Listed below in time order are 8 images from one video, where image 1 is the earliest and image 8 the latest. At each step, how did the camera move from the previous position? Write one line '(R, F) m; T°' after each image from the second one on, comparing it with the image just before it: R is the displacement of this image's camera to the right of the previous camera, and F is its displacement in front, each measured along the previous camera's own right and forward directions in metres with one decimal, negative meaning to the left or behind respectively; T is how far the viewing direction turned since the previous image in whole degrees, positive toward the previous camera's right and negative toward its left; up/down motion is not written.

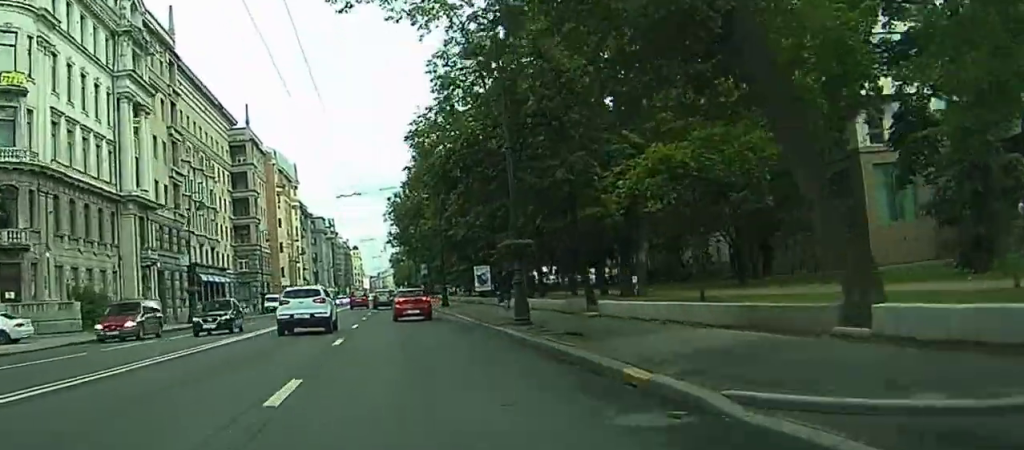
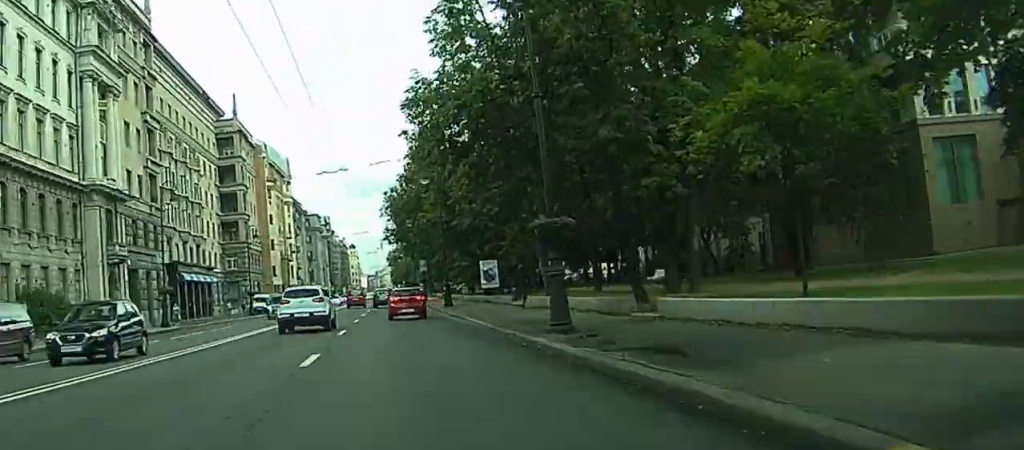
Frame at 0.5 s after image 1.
(0.0, +6.2) m; 0°
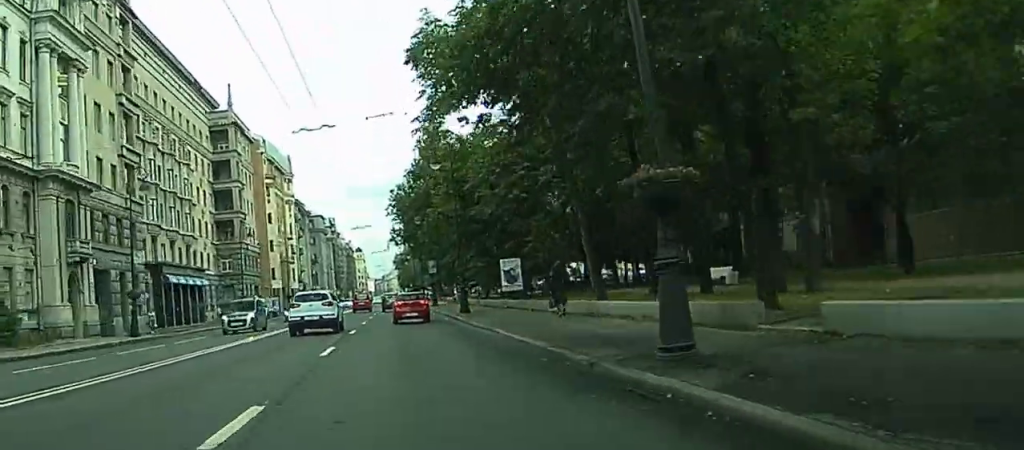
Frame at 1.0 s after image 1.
(0.0, +7.7) m; 0°
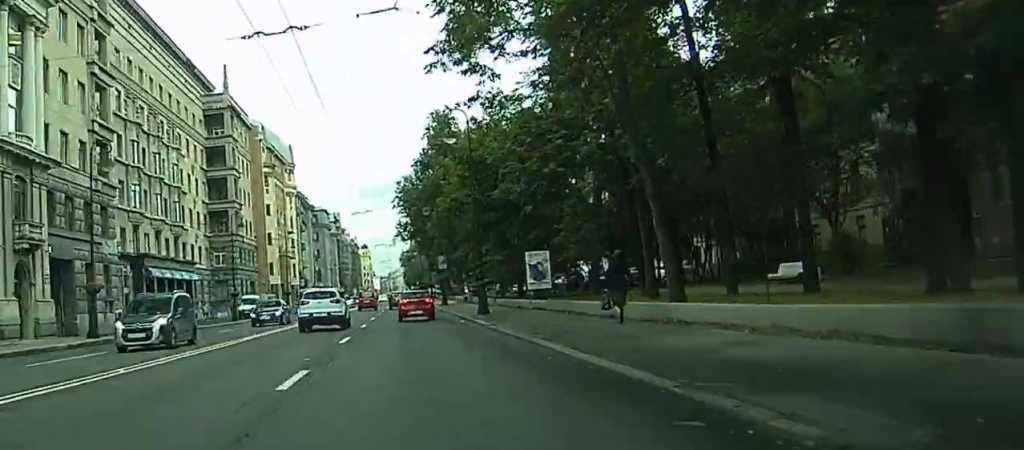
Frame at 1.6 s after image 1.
(0.0, +7.3) m; 0°
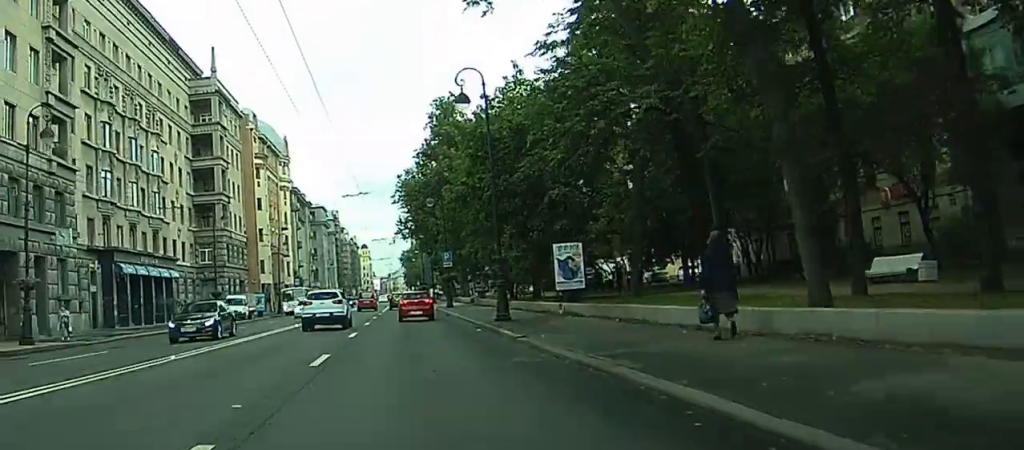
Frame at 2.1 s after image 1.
(0.0, +7.4) m; +1°
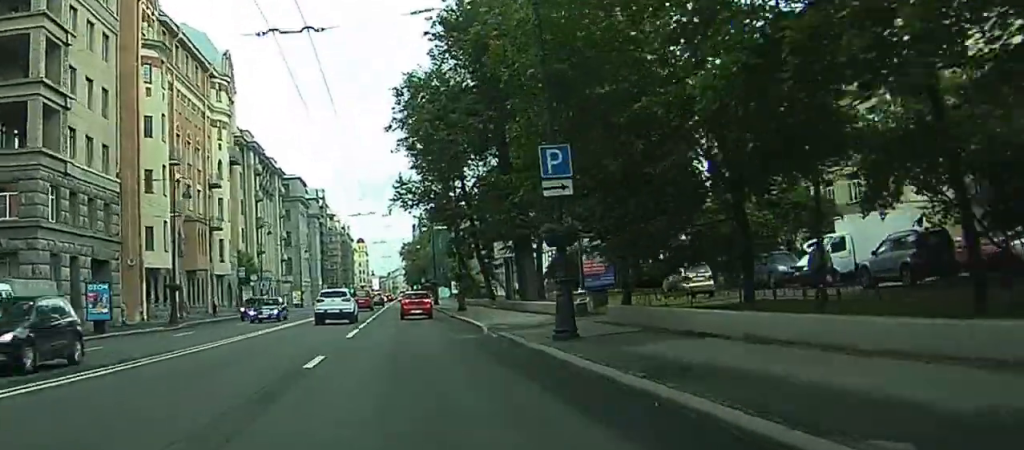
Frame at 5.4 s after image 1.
(+1.9, +47.0) m; +2°
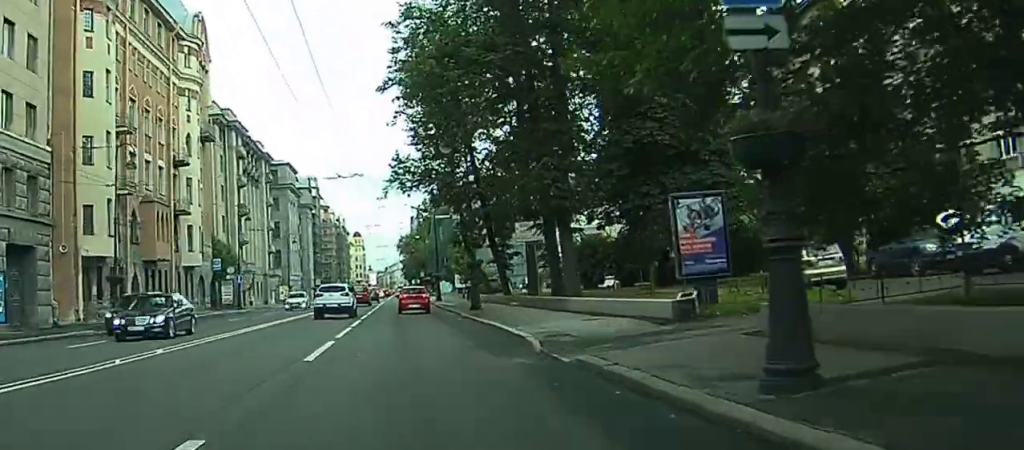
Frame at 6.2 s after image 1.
(-0.1, +11.0) m; -1°
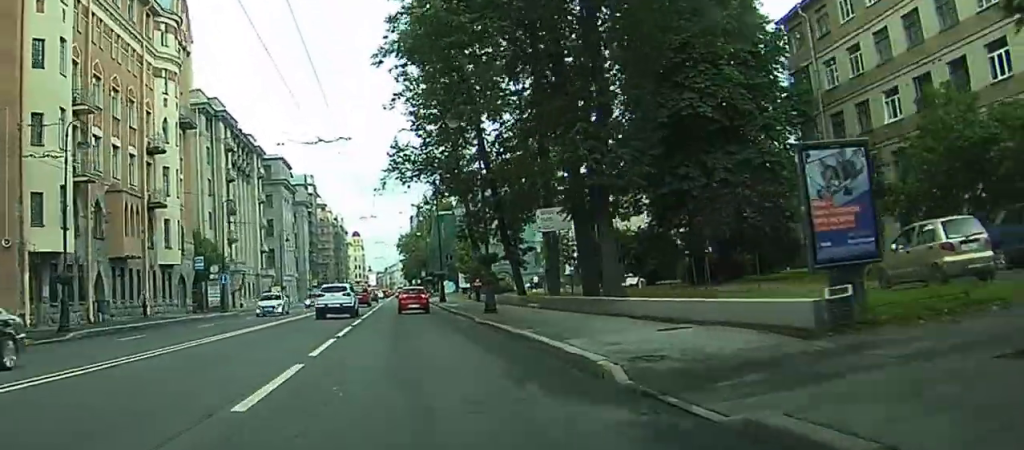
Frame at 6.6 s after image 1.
(-0.1, +6.7) m; -1°
